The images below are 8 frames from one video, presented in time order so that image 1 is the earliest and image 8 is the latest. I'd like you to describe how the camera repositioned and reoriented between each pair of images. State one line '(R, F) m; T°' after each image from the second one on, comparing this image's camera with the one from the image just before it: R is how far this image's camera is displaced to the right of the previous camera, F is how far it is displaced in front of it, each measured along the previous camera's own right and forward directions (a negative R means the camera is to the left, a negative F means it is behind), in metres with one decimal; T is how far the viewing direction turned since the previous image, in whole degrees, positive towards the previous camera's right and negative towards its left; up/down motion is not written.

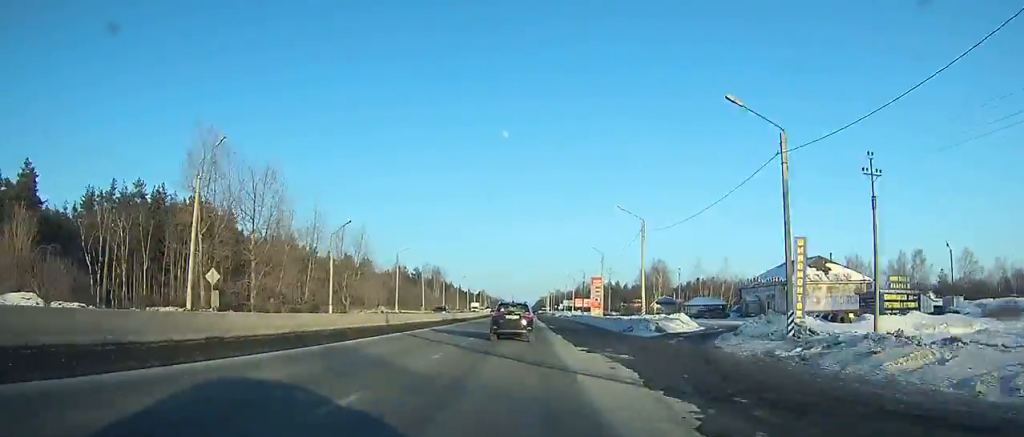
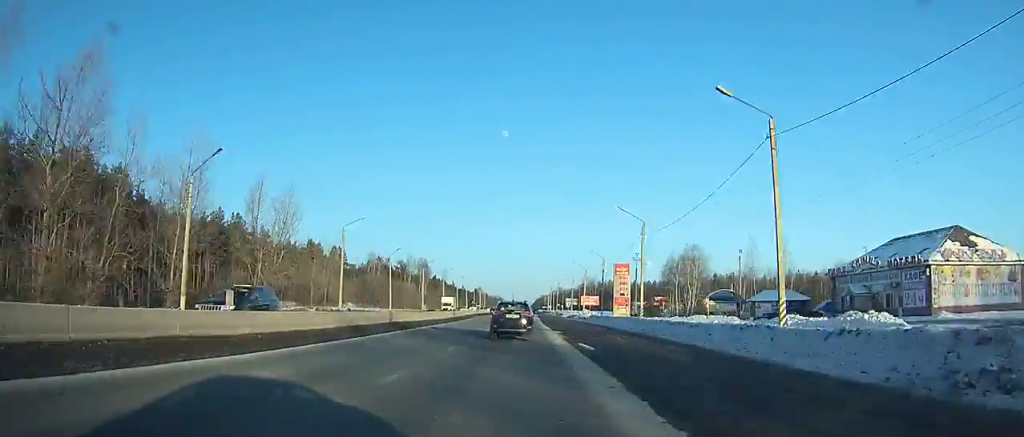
(0.0, +29.3) m; 0°
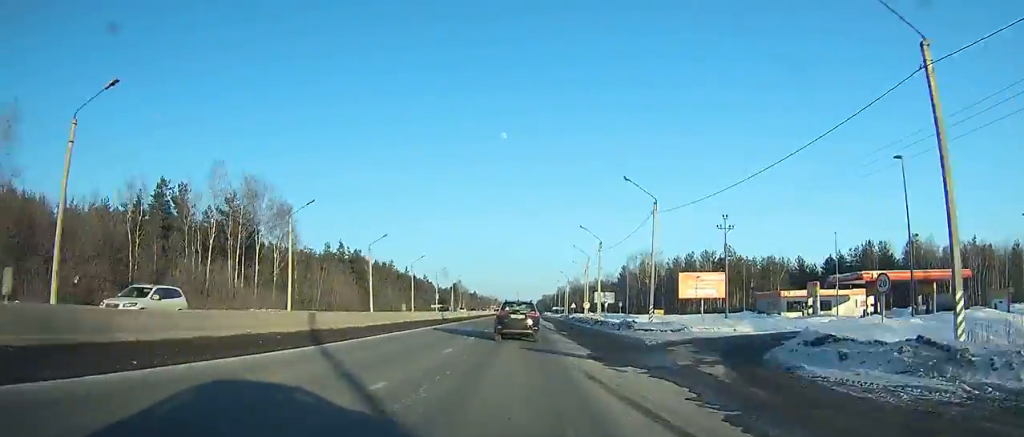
(+0.2, +131.8) m; 0°
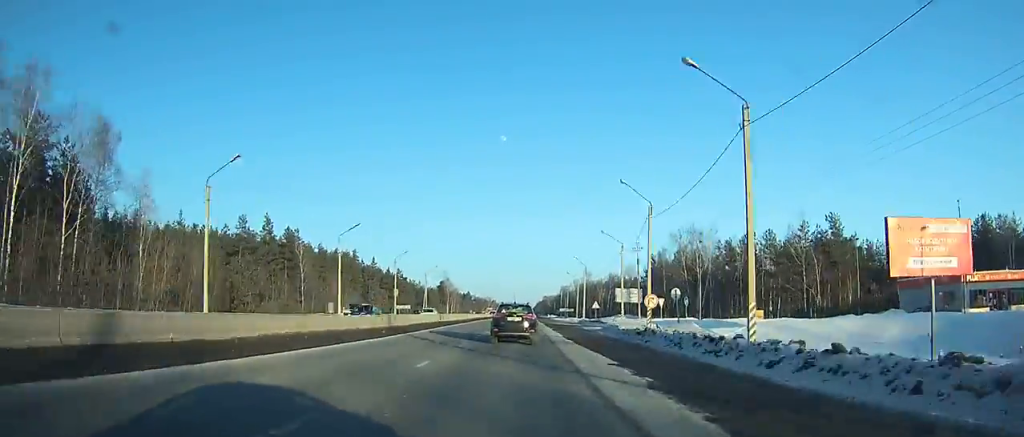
(0.0, +43.1) m; 0°
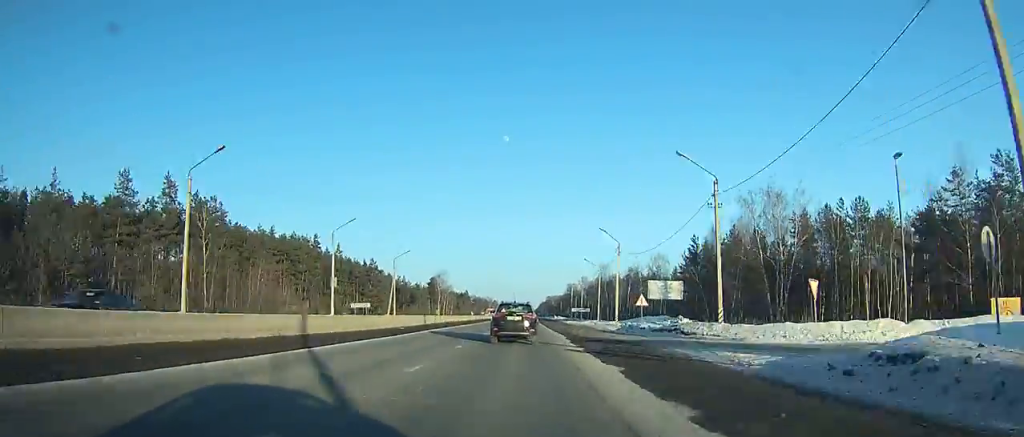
(0.0, +31.8) m; 0°
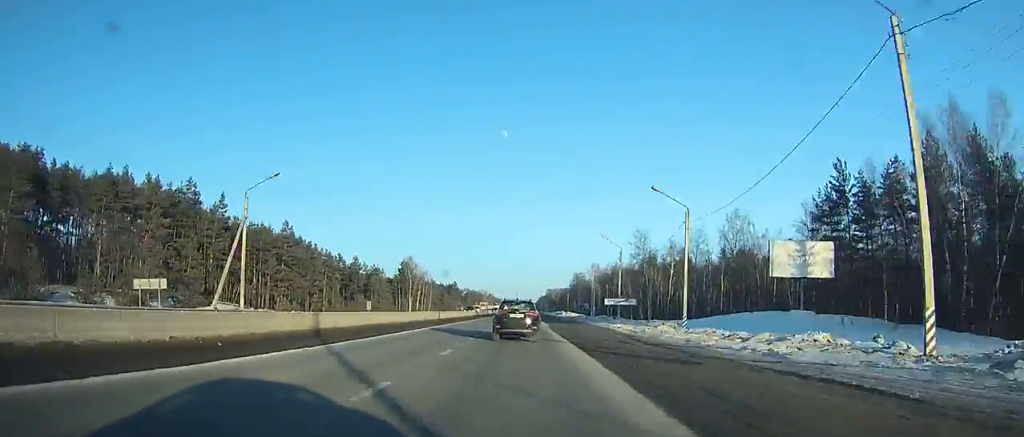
(0.0, +48.2) m; 0°
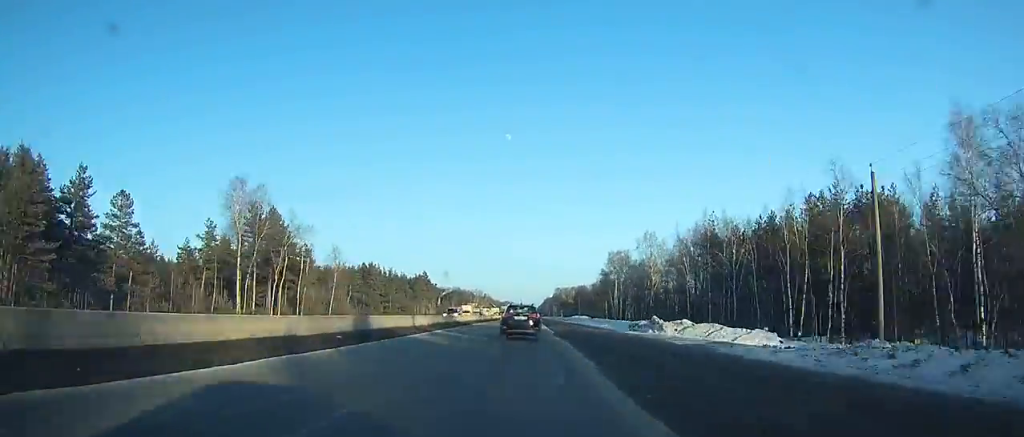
(-1.6, +92.7) m; 0°
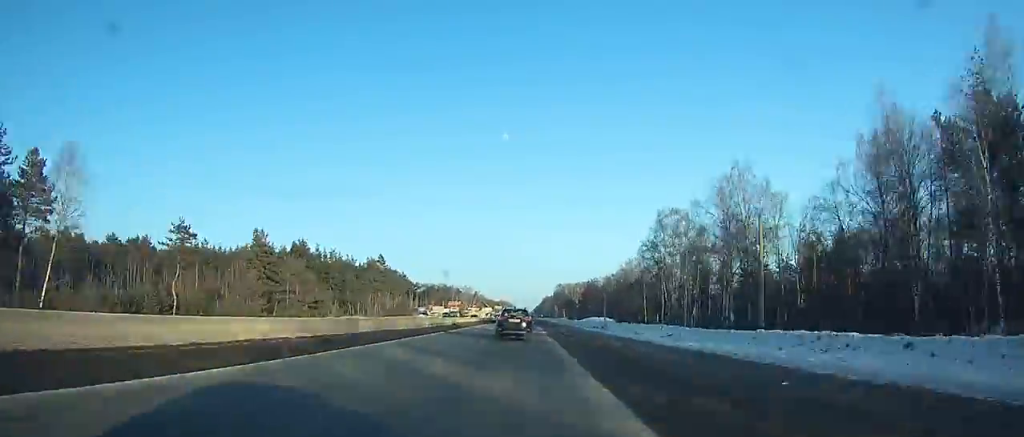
(+1.7, +66.0) m; +1°
